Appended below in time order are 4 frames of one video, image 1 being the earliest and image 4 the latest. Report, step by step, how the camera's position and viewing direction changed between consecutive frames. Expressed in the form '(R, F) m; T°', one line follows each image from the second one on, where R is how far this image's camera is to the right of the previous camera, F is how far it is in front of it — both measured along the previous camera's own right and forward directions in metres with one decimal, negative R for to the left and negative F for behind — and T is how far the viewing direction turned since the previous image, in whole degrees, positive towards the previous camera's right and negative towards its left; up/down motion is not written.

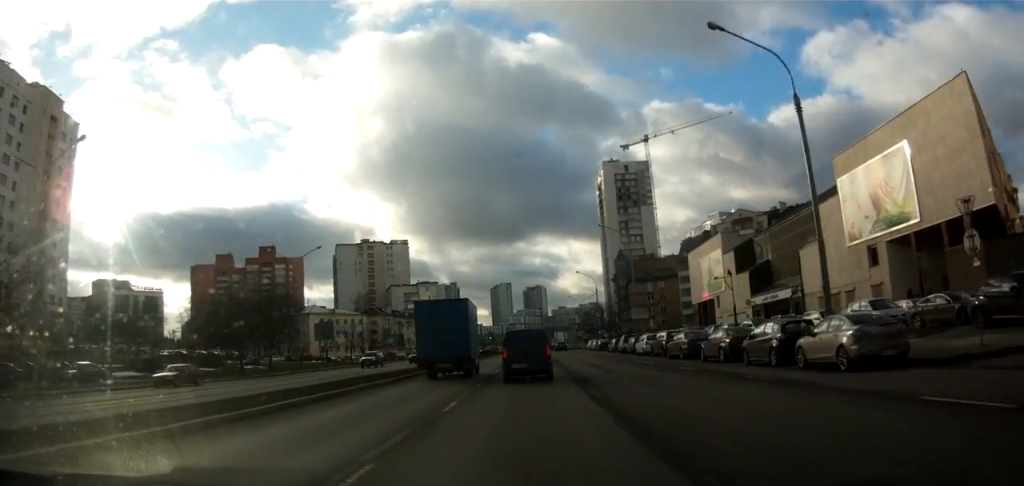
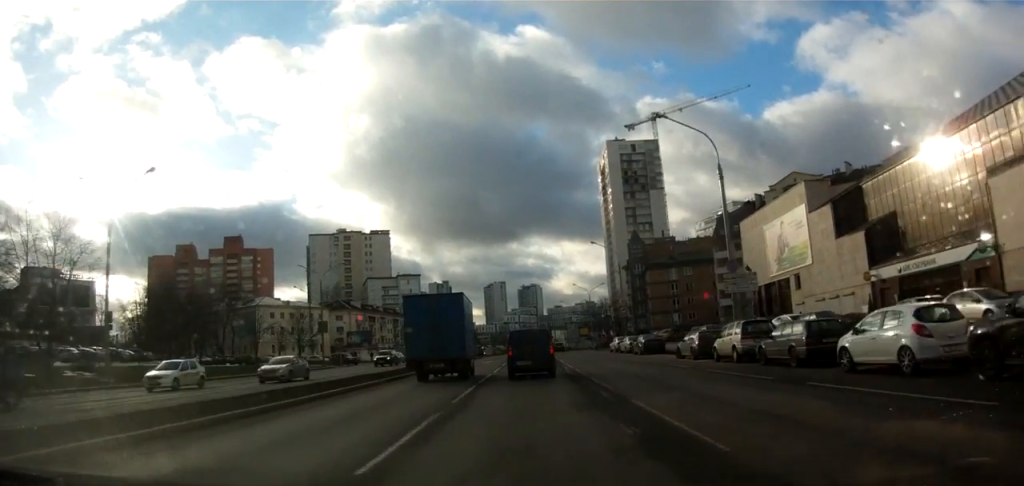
(-0.5, +31.4) m; +2°
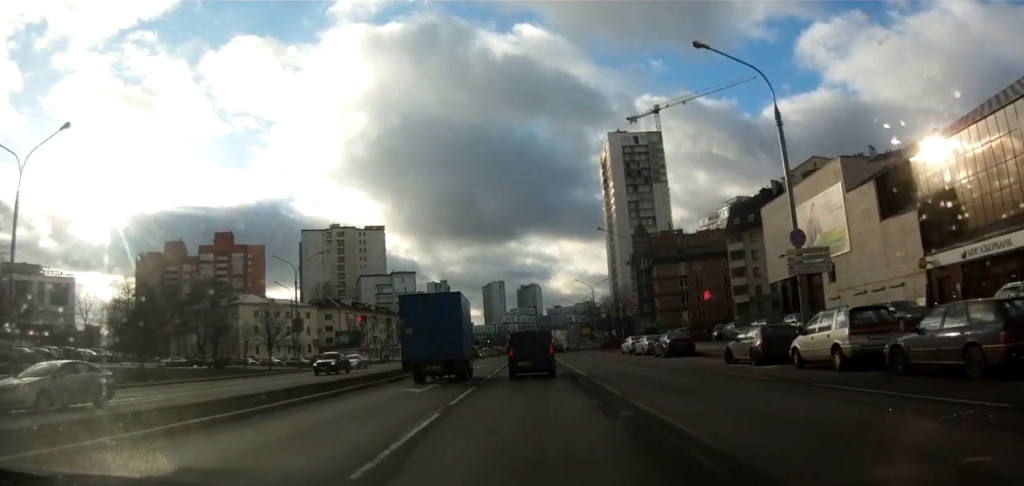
(+0.2, +8.5) m; +1°
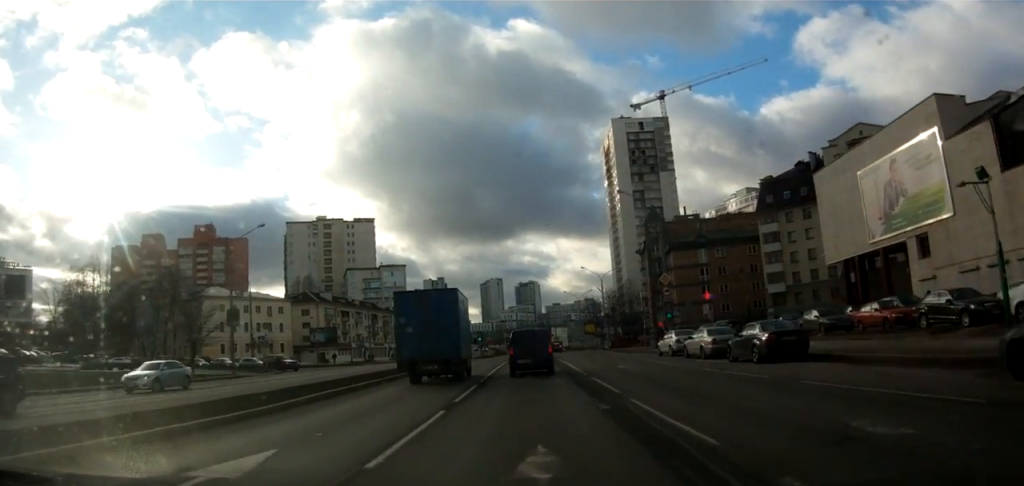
(-0.4, +15.2) m; -3°
